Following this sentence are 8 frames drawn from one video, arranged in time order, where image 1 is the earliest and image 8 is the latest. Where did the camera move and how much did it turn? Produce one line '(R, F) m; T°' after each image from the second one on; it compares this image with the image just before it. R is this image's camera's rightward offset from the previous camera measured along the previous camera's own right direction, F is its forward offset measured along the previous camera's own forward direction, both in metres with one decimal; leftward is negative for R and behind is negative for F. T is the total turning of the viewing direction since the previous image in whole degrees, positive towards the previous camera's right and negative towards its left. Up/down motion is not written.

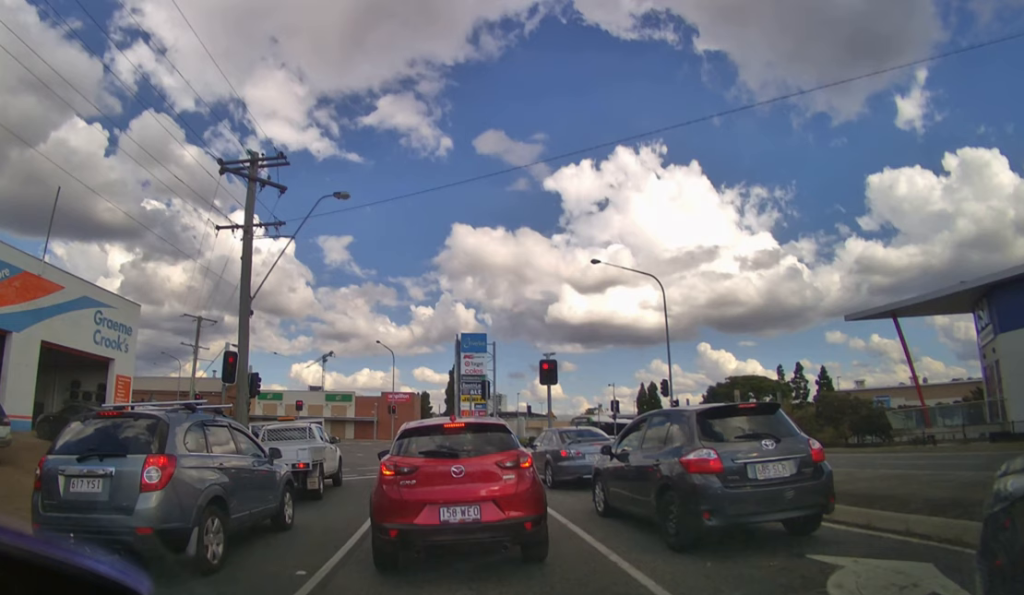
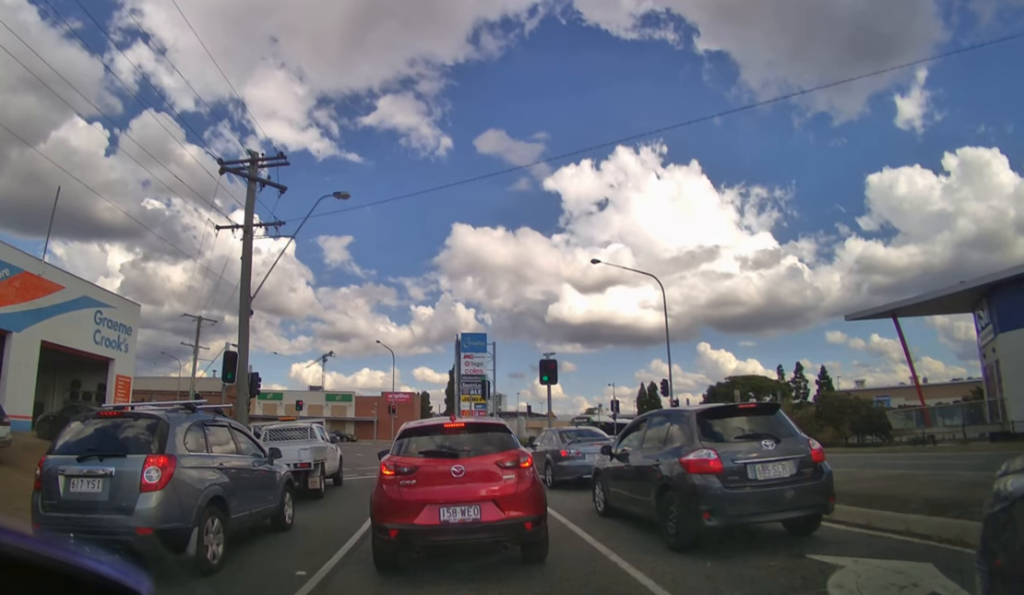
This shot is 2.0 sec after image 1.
(0.0, +0.4) m; 0°
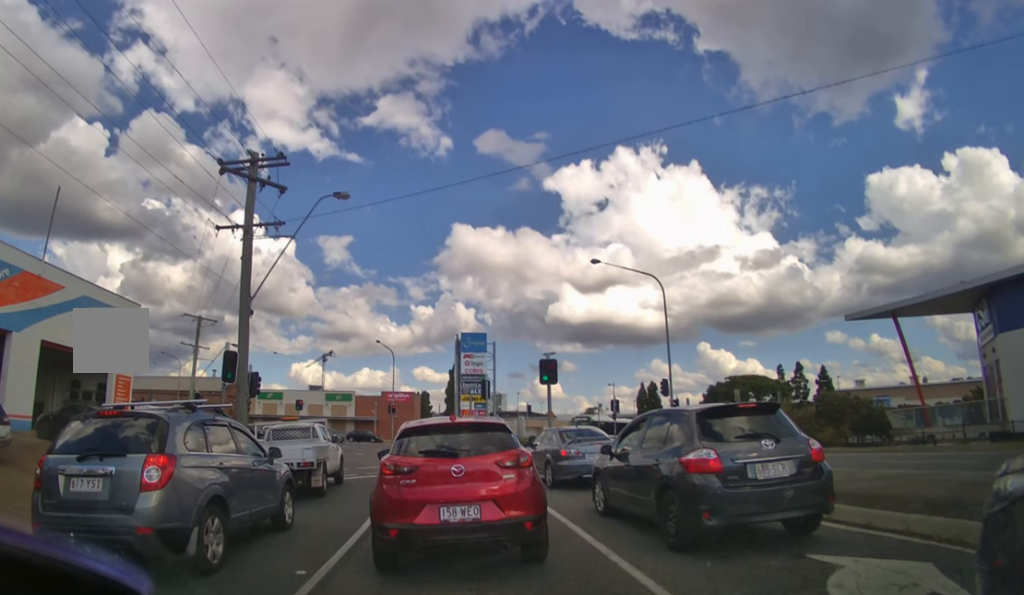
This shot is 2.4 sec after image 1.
(0.0, 0.0) m; 0°
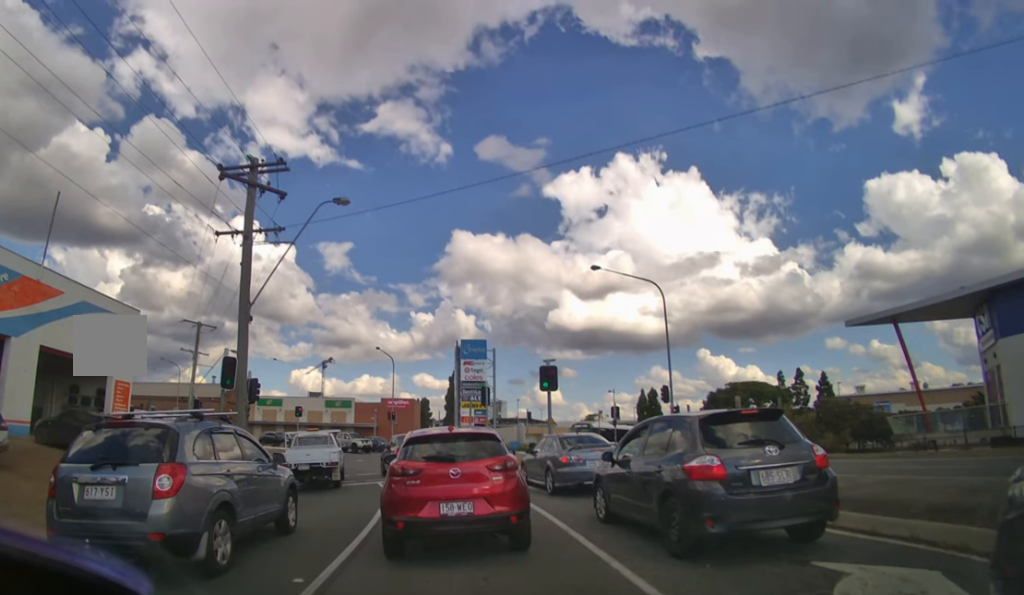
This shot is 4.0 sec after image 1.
(0.0, +0.3) m; 0°
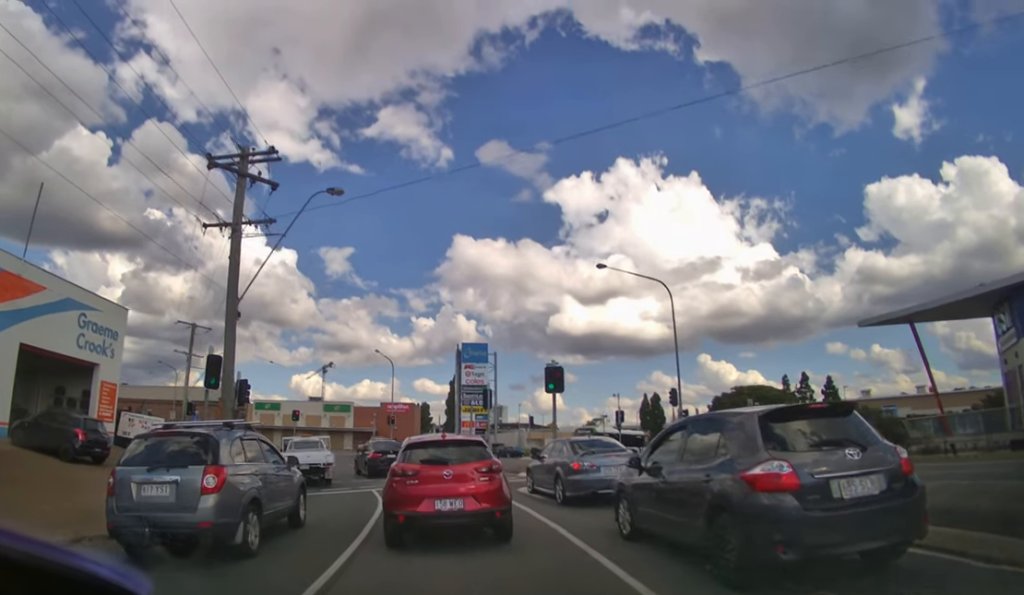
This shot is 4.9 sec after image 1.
(0.0, 0.0) m; 0°
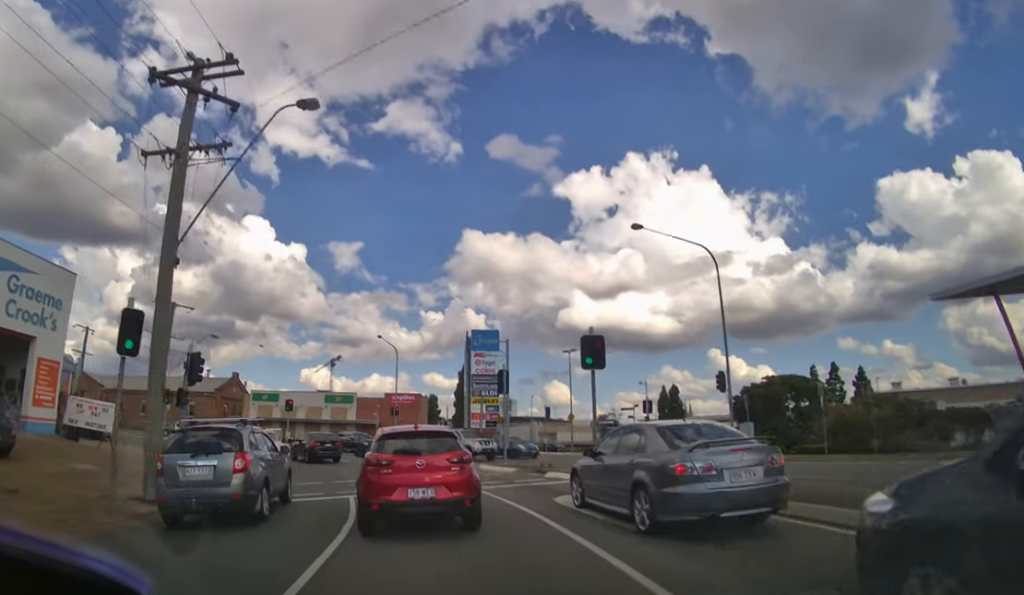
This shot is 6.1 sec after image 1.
(-0.2, +3.2) m; -5°
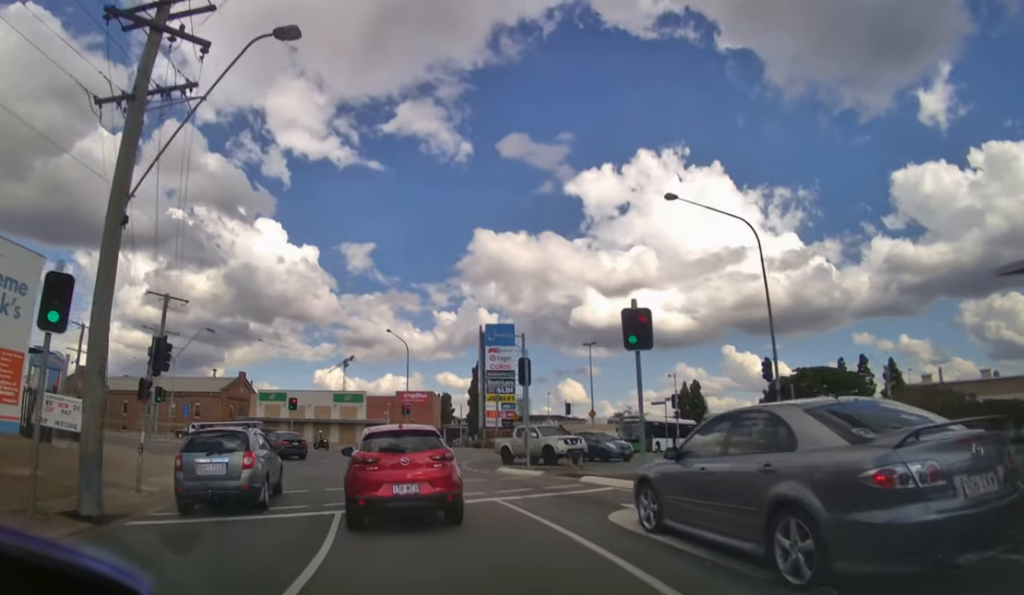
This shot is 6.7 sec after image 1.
(0.0, +2.7) m; -2°
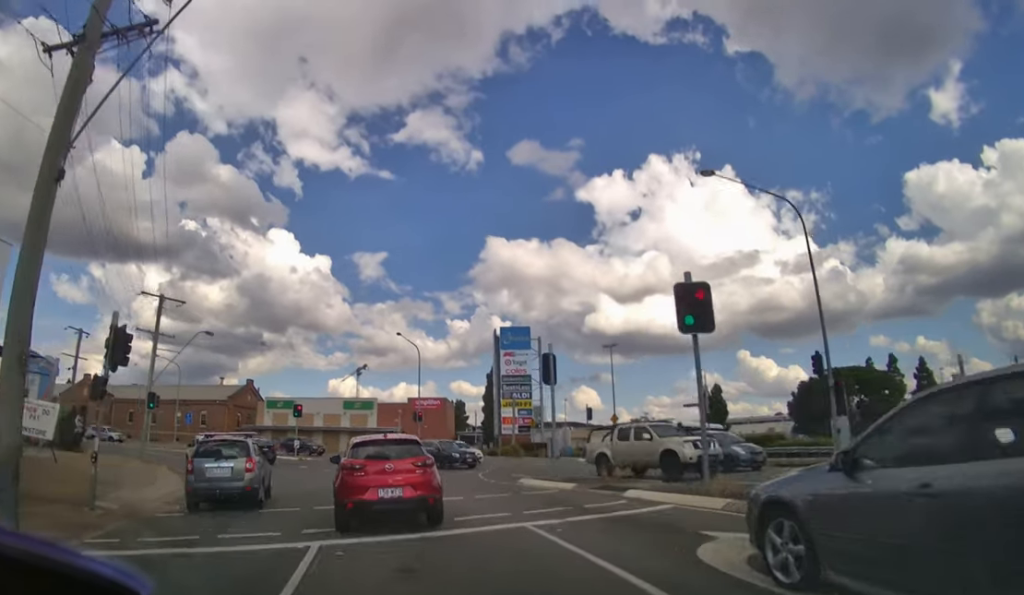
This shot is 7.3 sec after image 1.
(-0.1, +2.8) m; -3°
